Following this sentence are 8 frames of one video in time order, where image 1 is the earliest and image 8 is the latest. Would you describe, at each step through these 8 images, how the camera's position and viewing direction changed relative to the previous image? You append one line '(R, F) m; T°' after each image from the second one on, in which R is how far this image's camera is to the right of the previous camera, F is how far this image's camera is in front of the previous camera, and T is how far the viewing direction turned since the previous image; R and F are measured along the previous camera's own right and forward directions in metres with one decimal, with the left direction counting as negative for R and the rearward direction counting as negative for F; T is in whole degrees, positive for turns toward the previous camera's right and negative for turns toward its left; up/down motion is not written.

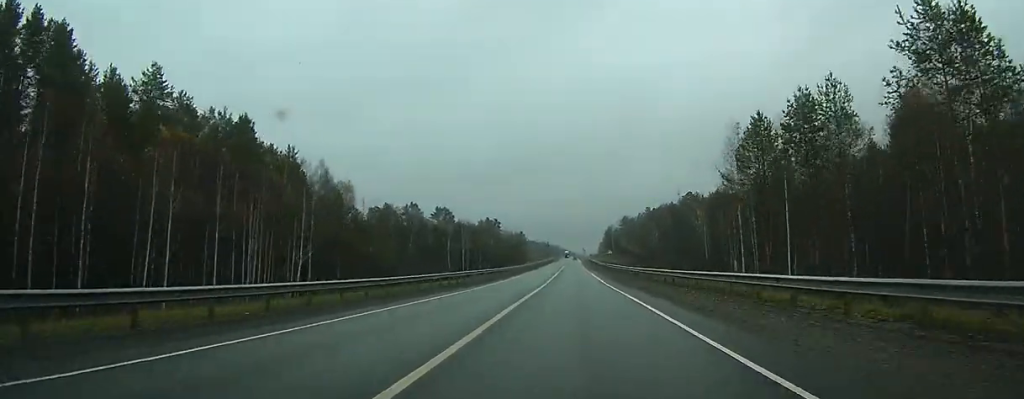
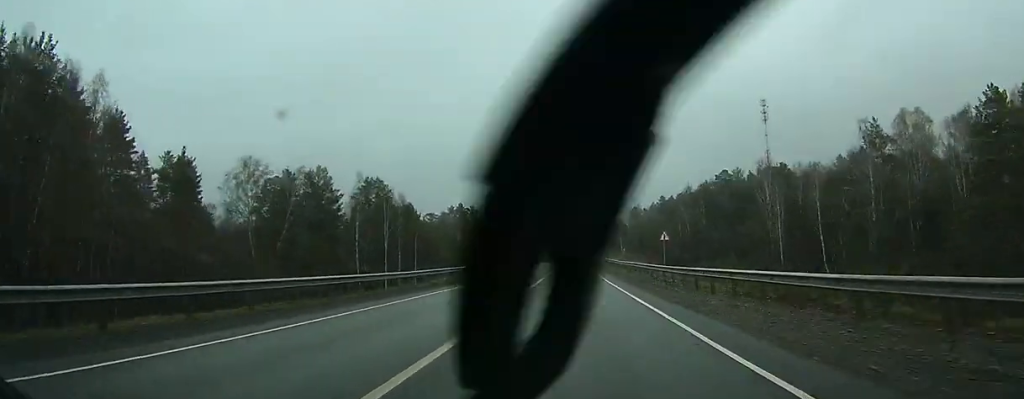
(+0.2, +62.7) m; 0°
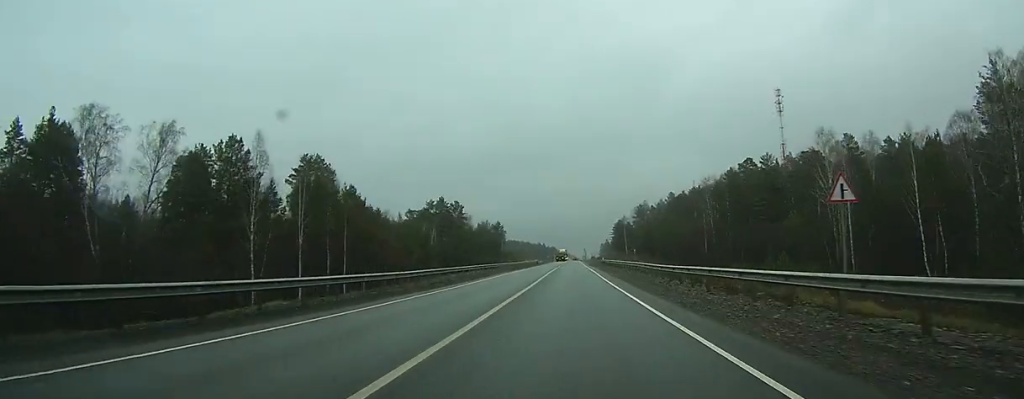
(0.0, +29.3) m; 0°
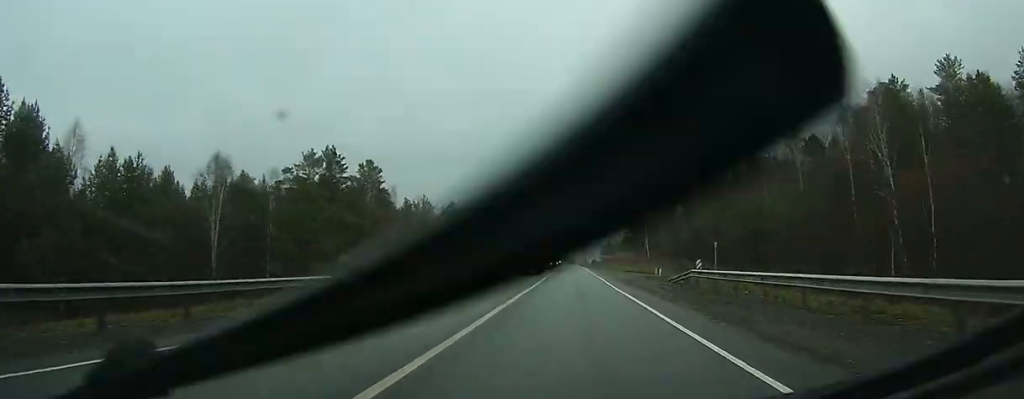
(0.0, +81.7) m; 0°
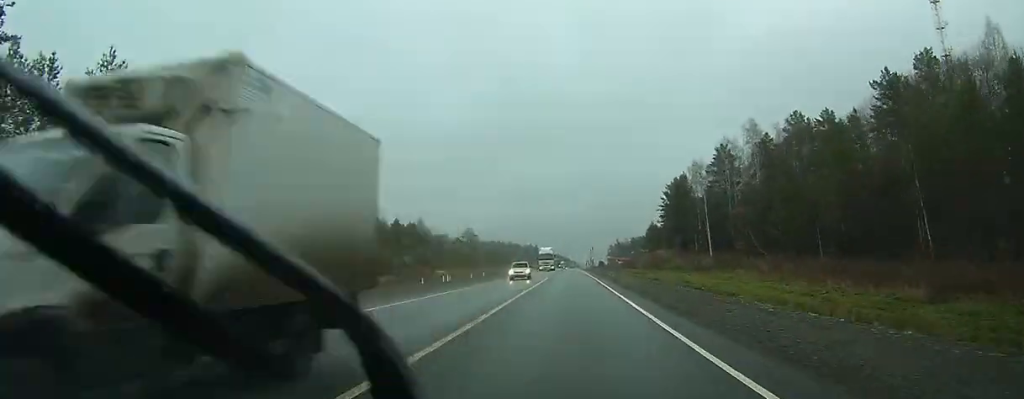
(-0.2, +82.5) m; -1°
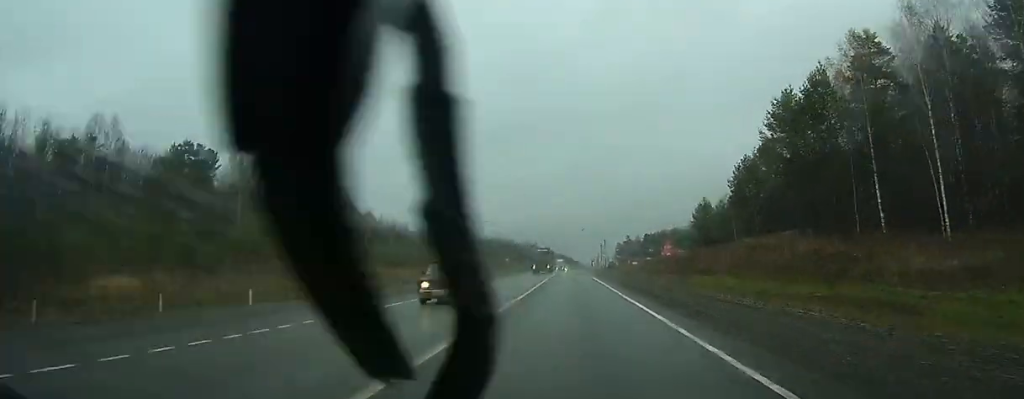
(-0.4, +68.2) m; 0°
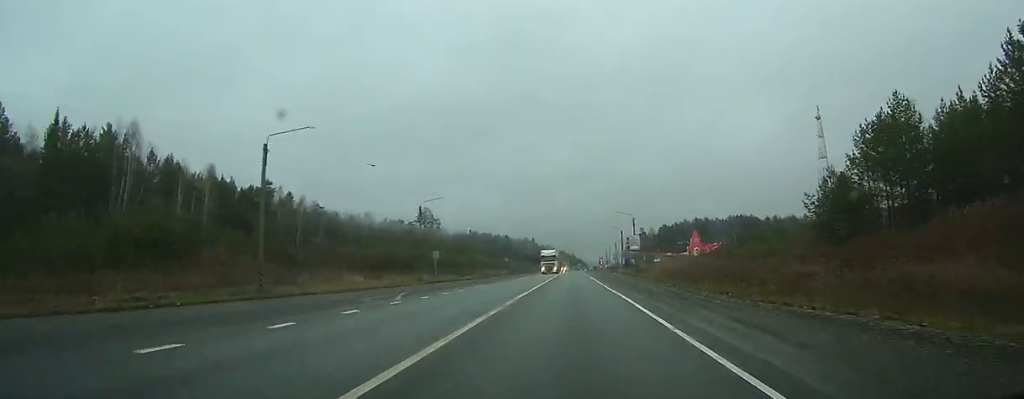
(0.0, +69.4) m; -1°
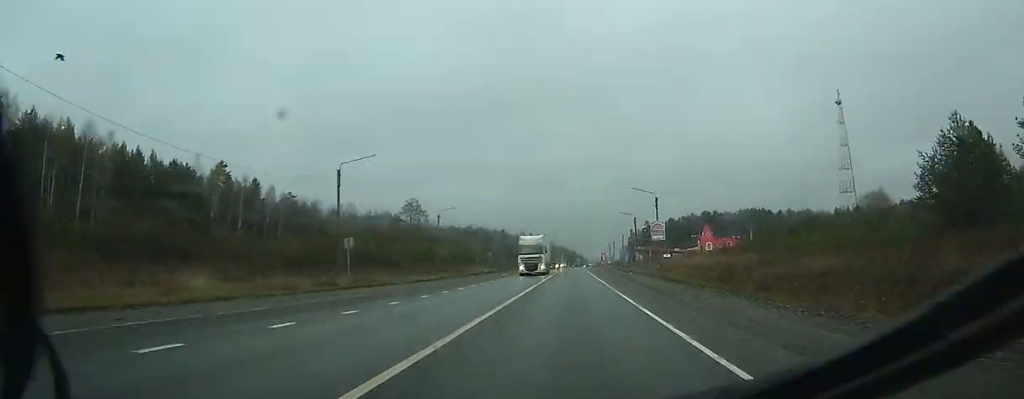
(-0.2, +24.0) m; 0°
